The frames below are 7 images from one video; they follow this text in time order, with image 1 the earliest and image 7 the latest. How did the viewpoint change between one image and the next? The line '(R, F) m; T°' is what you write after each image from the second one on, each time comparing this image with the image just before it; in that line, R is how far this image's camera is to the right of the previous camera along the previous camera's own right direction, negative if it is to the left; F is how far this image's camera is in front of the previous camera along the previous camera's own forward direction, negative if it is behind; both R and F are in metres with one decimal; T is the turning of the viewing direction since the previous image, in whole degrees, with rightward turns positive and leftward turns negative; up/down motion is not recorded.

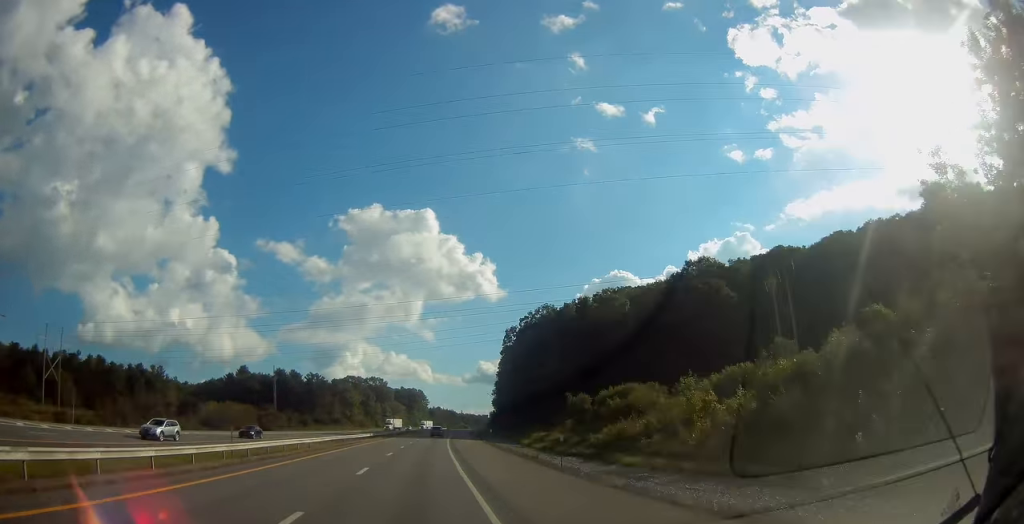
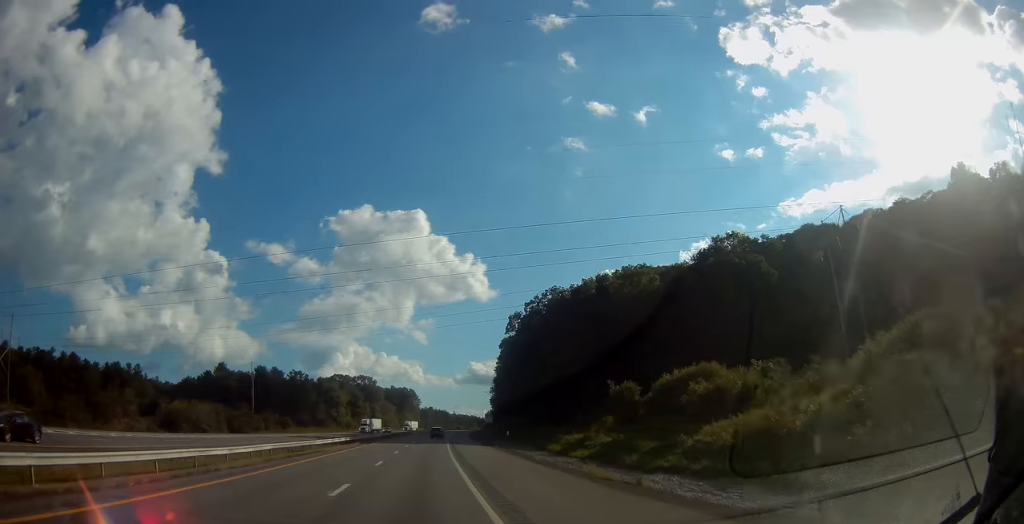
(0.0, +18.5) m; +1°
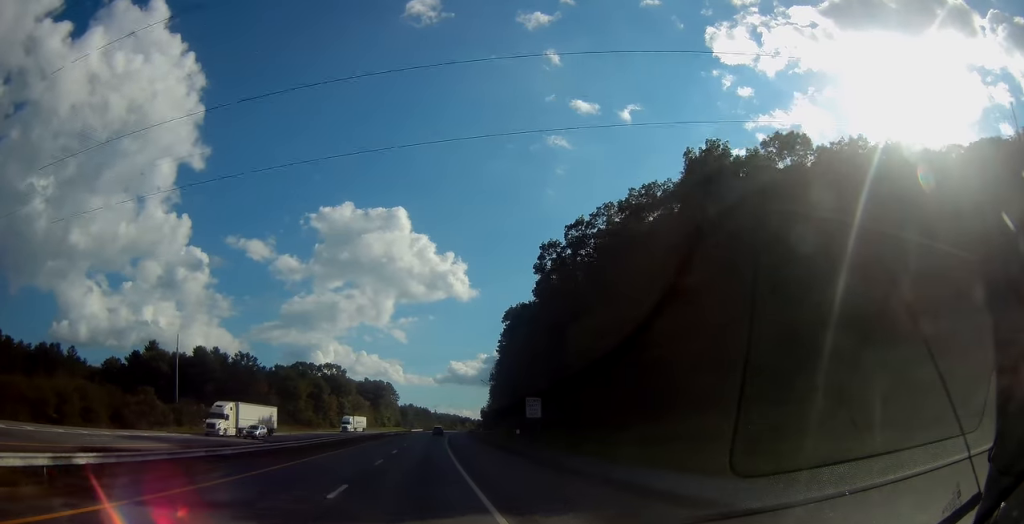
(+1.1, +48.8) m; +3°
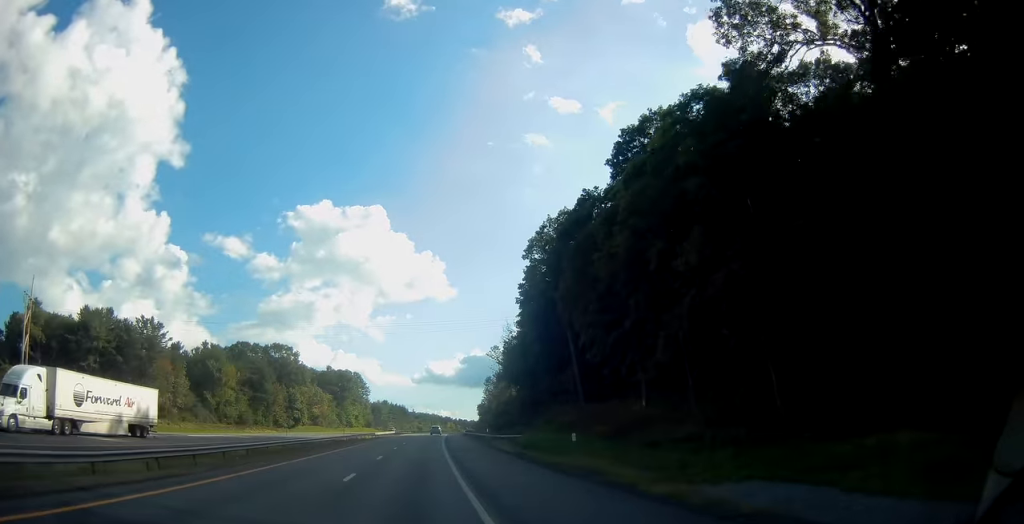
(+0.7, +57.6) m; +1°
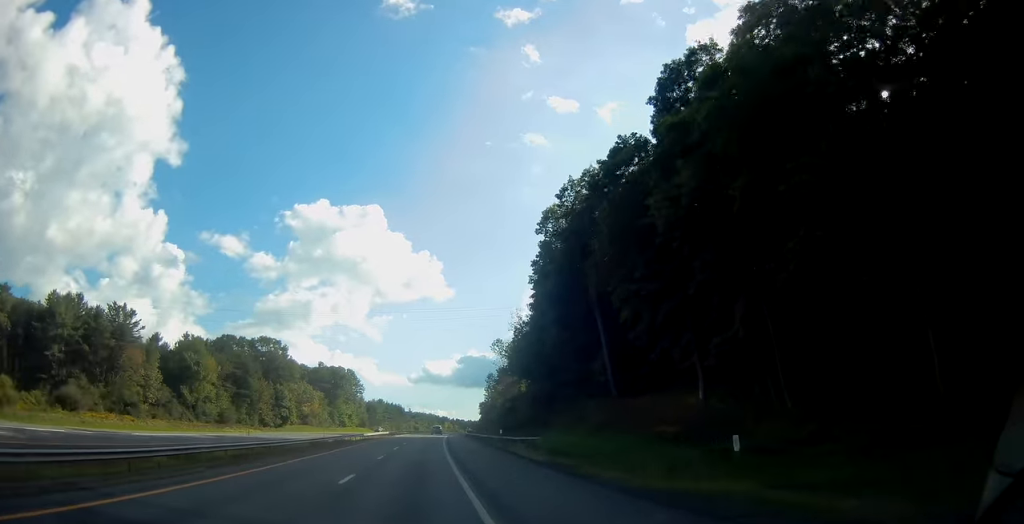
(+0.1, +12.7) m; +1°
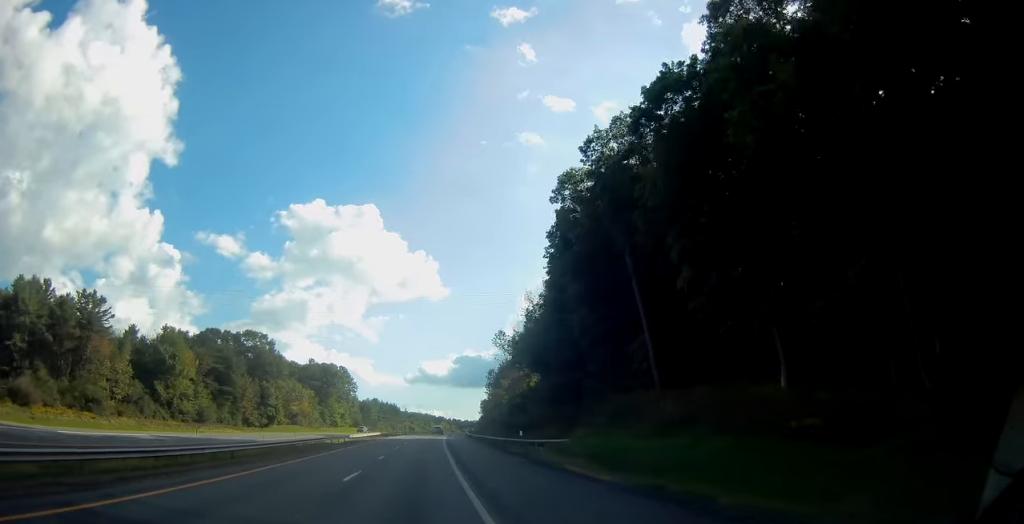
(0.0, +11.7) m; +1°
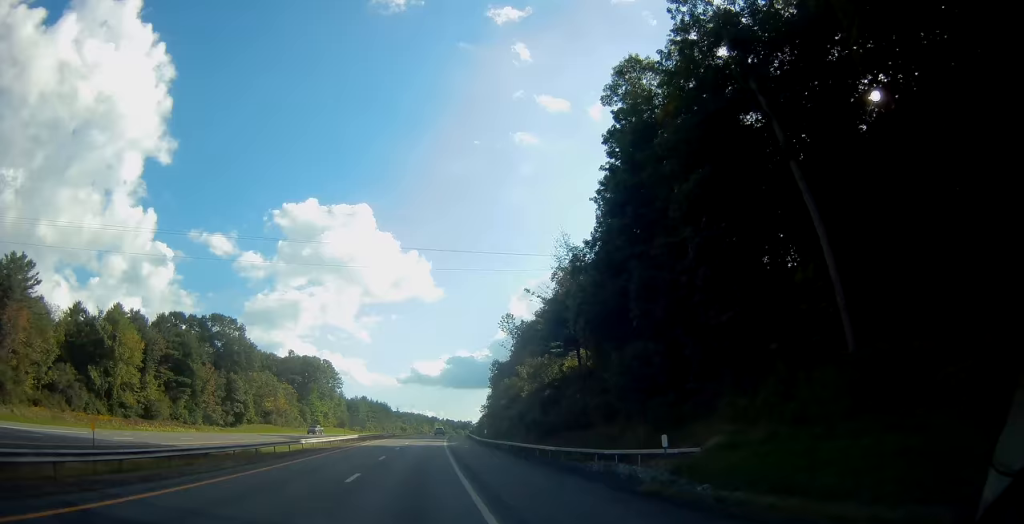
(+0.2, +23.5) m; +1°
